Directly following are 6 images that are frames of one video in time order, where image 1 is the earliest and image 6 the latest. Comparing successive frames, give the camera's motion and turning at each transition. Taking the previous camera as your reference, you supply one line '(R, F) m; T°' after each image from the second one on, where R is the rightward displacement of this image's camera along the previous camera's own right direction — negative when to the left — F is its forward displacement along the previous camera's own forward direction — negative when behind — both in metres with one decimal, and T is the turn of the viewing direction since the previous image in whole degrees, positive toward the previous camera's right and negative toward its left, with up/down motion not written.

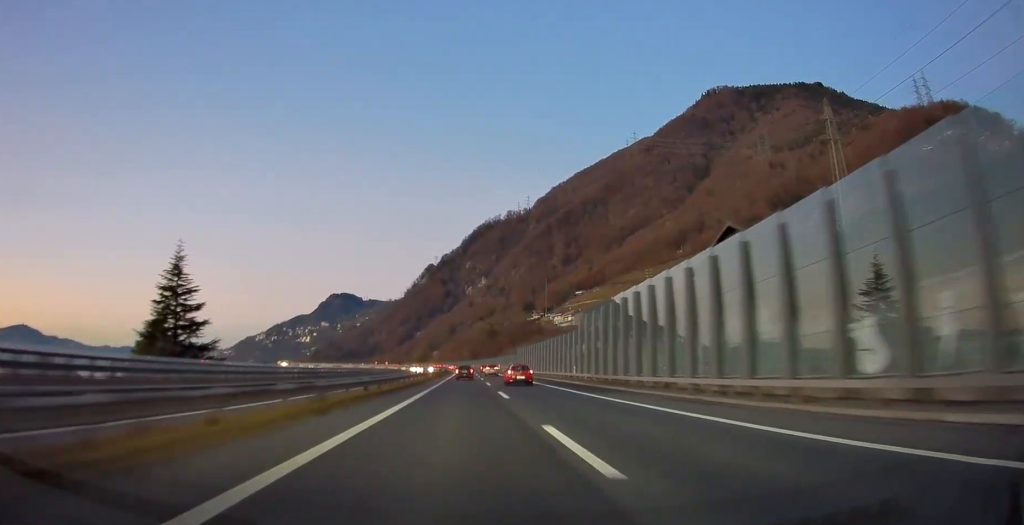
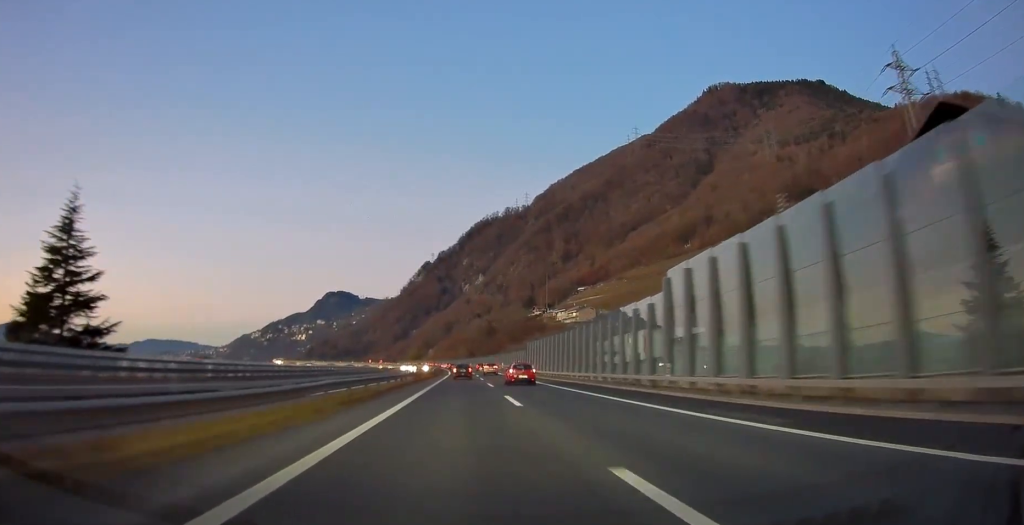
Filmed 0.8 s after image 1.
(+0.1, +23.2) m; 0°
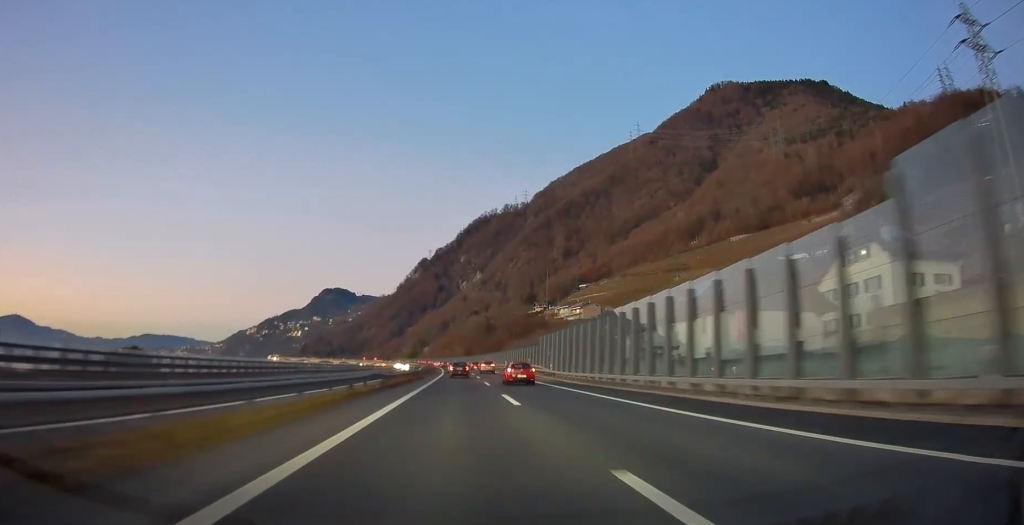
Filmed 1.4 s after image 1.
(+0.1, +17.5) m; 0°
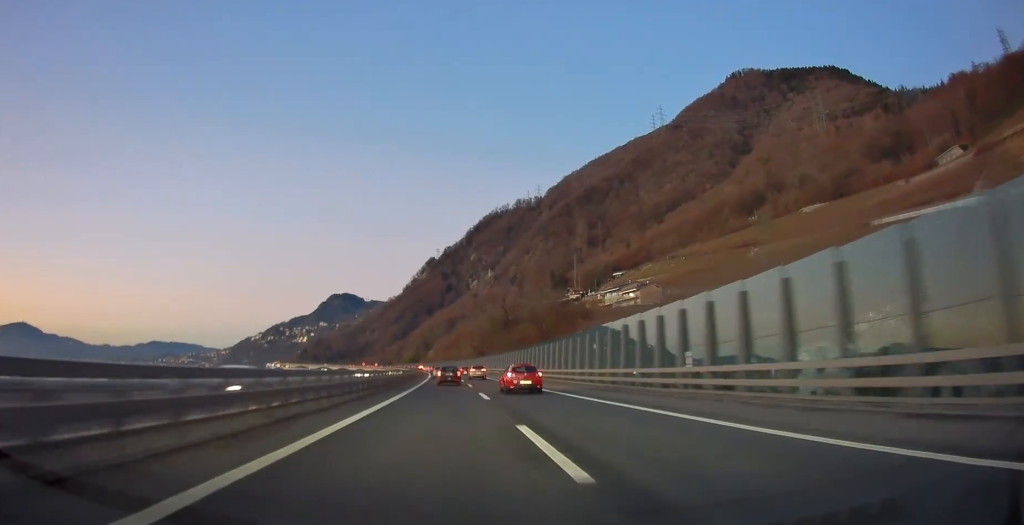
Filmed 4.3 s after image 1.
(+0.6, +83.5) m; 0°
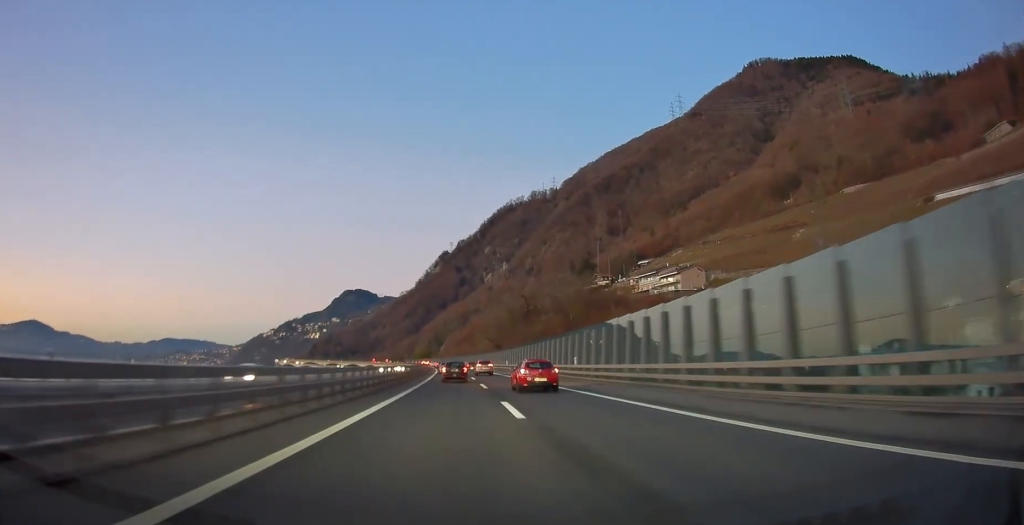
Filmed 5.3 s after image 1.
(-0.2, +29.4) m; -1°
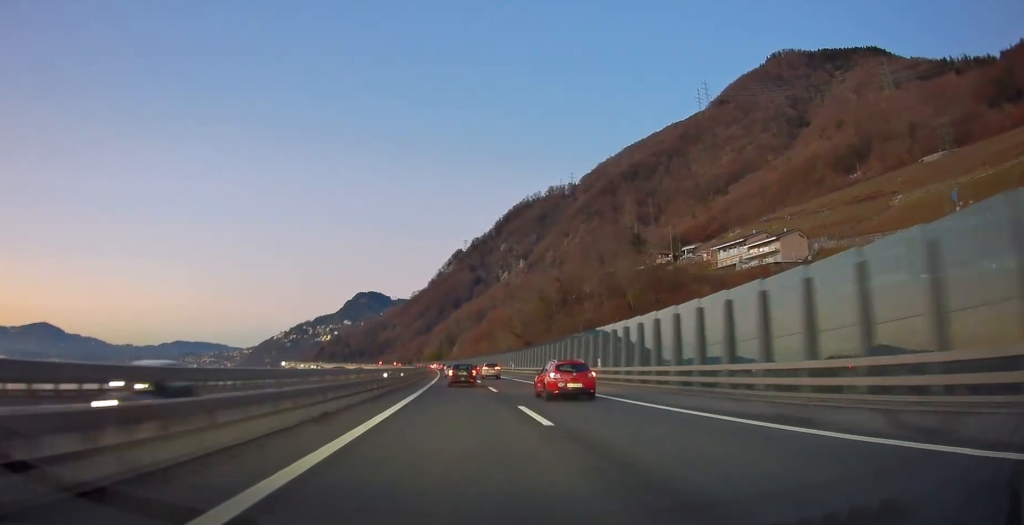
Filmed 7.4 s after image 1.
(-1.1, +57.0) m; -2°
